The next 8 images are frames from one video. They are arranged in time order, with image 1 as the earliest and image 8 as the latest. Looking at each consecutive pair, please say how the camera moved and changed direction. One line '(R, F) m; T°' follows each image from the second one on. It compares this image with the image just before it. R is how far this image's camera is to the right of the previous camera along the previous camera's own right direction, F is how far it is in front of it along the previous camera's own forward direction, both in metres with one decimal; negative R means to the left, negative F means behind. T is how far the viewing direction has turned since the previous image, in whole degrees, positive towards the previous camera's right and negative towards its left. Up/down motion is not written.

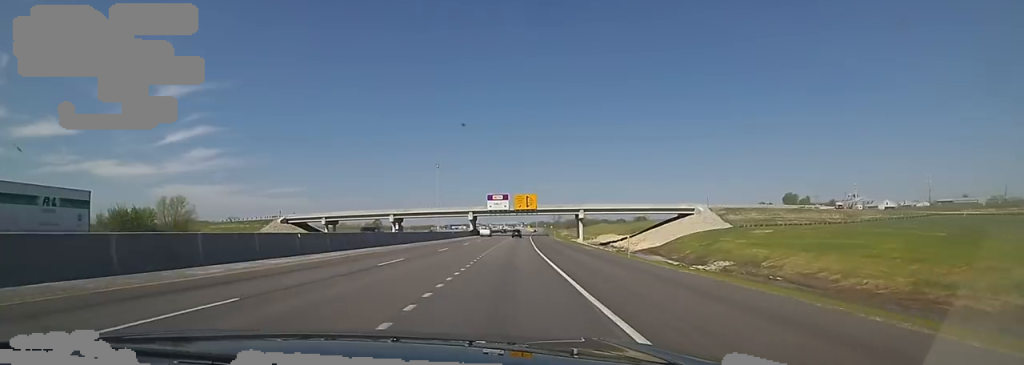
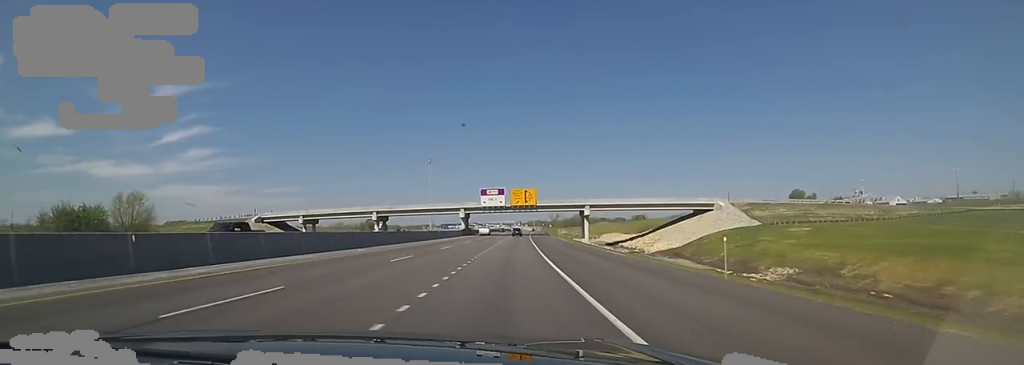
(-0.2, +12.0) m; 0°
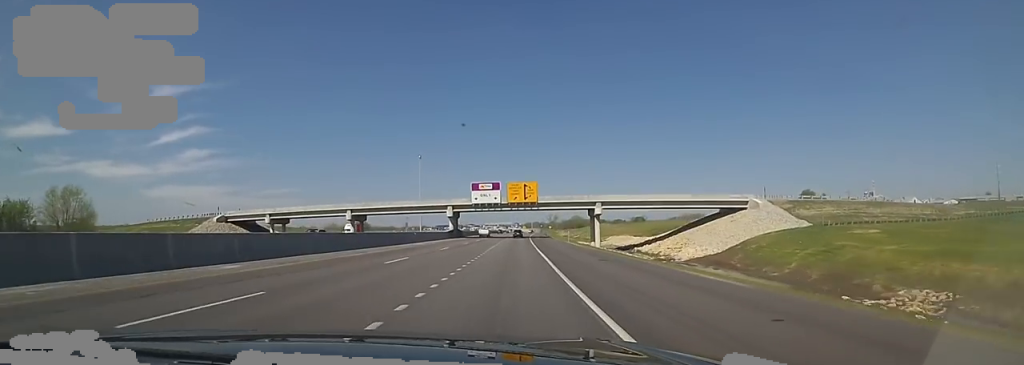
(-0.3, +15.0) m; 0°
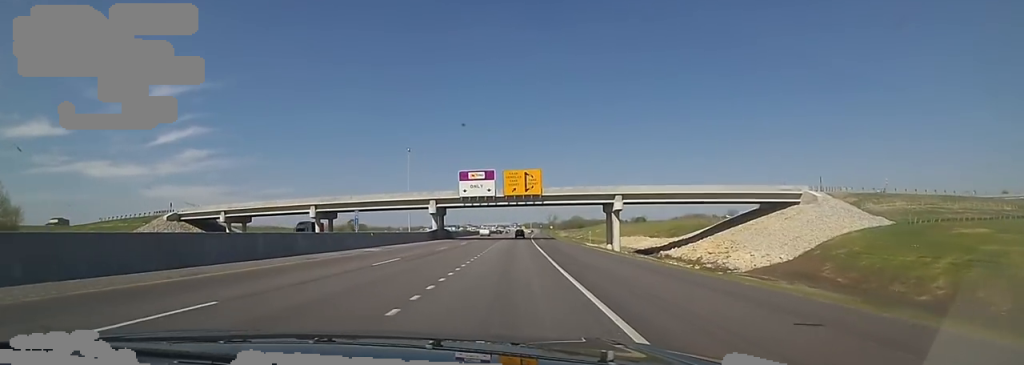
(+0.3, +16.3) m; +2°
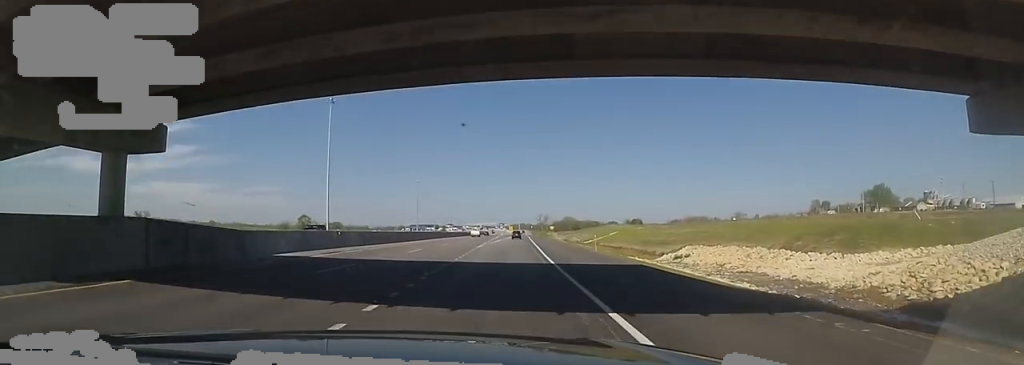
(+2.4, +65.3) m; +1°
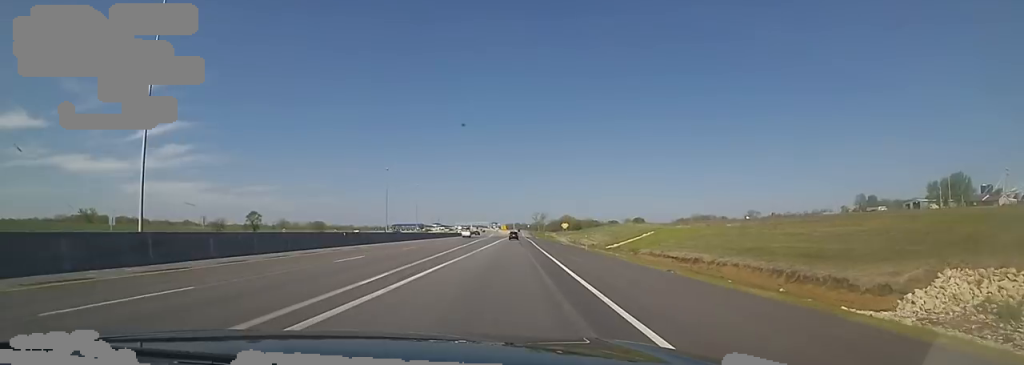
(+0.1, +57.9) m; +1°
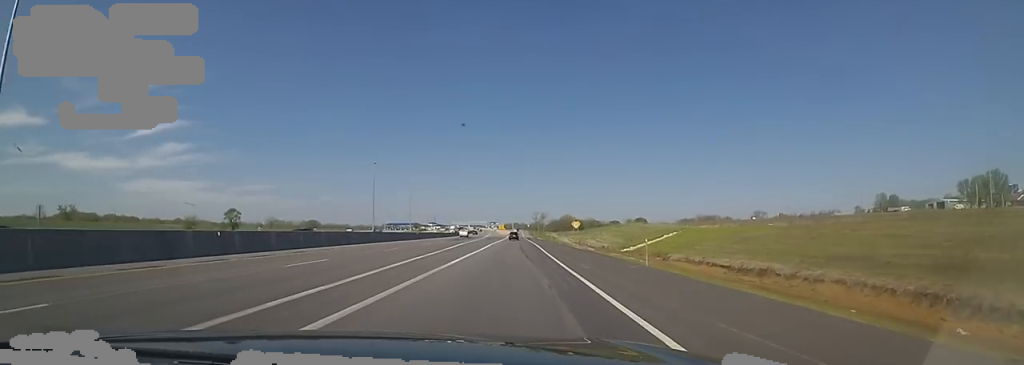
(+0.6, +20.3) m; -1°
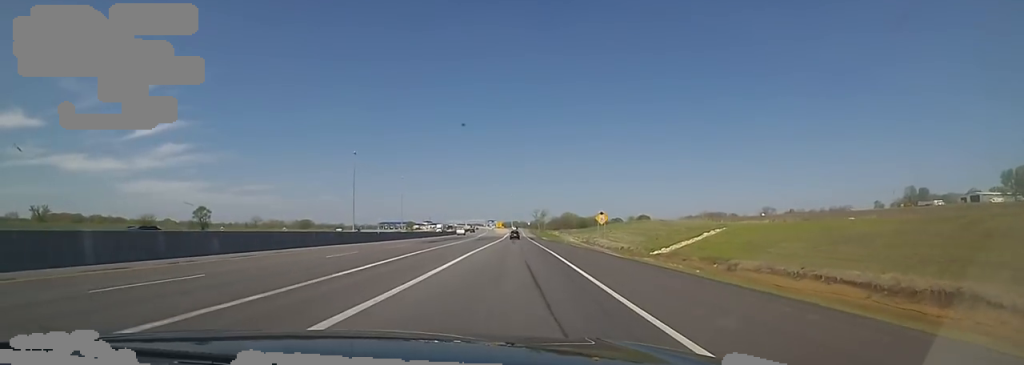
(-0.8, +24.9) m; 0°
